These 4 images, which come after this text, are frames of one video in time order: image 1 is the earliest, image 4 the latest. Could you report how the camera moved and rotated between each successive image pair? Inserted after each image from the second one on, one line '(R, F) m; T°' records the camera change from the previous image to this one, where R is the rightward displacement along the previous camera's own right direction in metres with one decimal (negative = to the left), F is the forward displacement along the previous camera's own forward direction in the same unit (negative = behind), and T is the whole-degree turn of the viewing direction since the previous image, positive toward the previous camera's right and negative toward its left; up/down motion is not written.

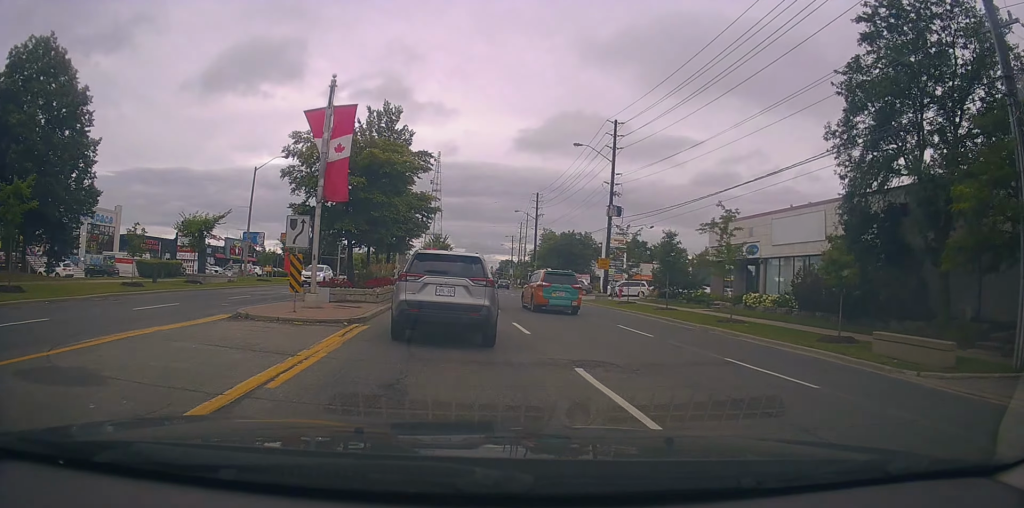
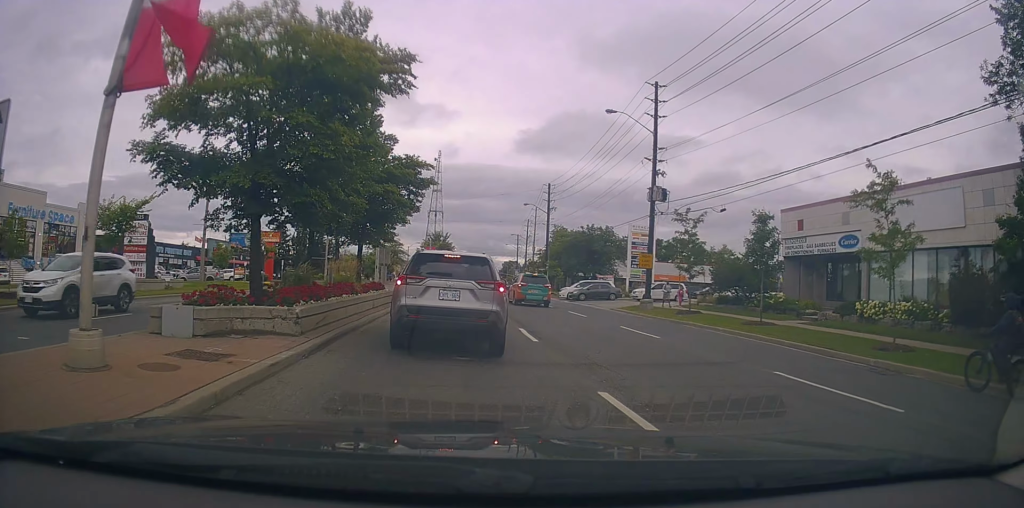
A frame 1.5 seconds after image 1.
(+0.1, +10.5) m; +2°
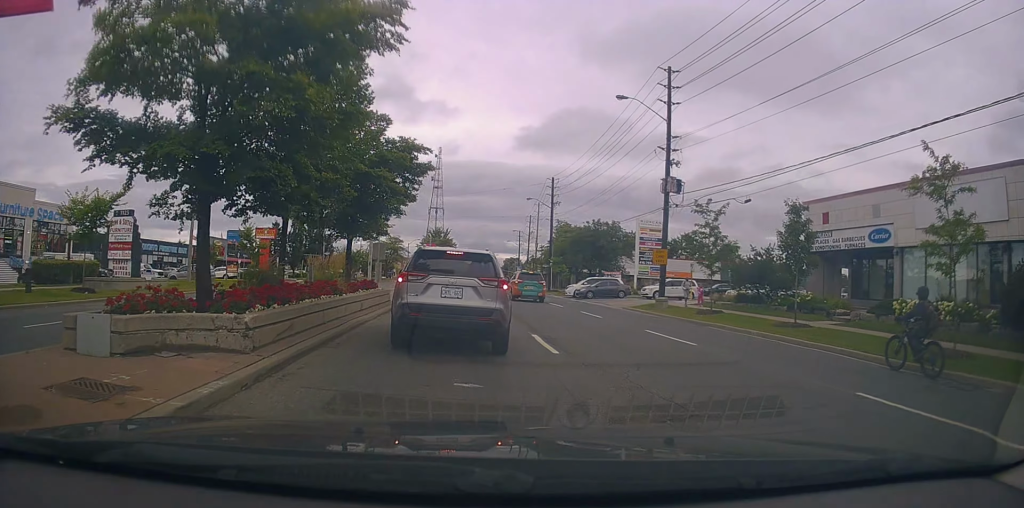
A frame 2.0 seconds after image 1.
(-0.1, +2.5) m; +1°
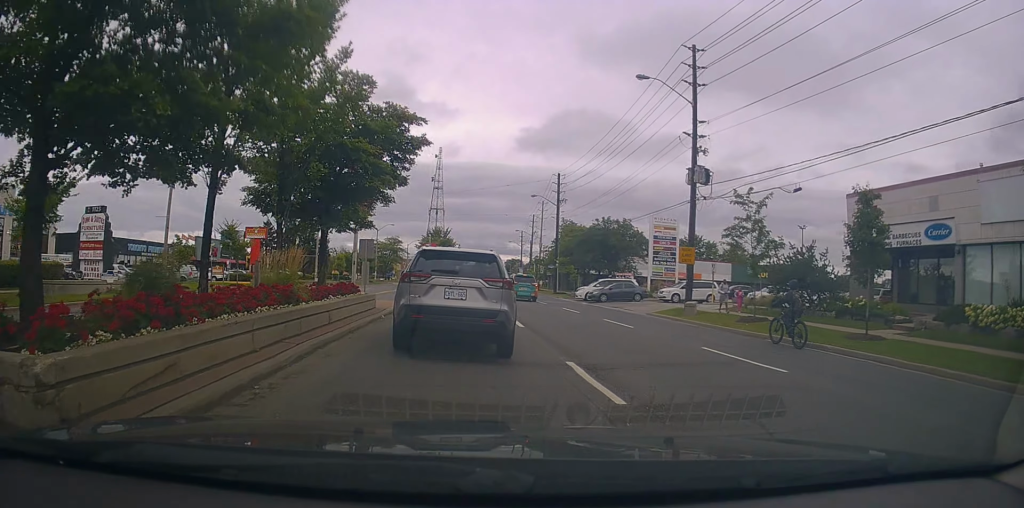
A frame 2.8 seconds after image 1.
(0.0, +4.3) m; +2°
